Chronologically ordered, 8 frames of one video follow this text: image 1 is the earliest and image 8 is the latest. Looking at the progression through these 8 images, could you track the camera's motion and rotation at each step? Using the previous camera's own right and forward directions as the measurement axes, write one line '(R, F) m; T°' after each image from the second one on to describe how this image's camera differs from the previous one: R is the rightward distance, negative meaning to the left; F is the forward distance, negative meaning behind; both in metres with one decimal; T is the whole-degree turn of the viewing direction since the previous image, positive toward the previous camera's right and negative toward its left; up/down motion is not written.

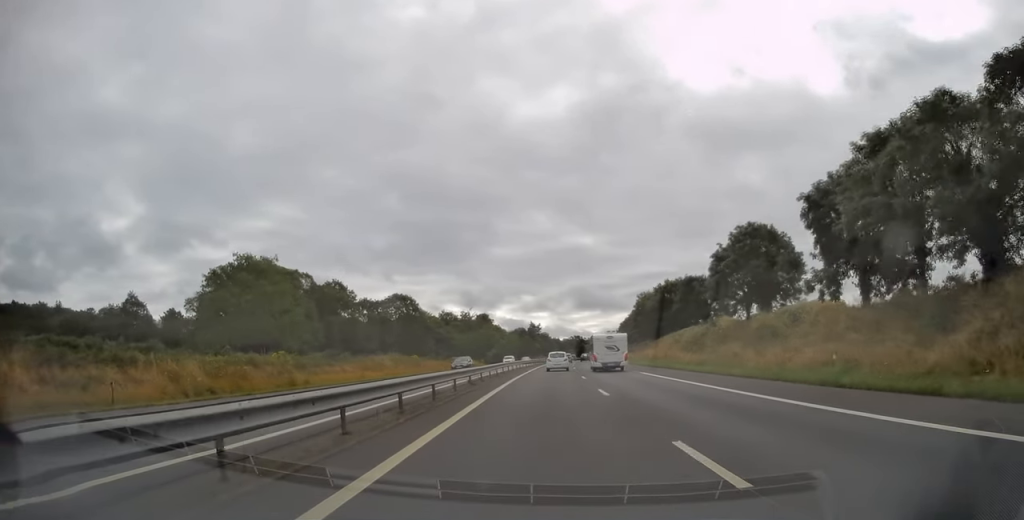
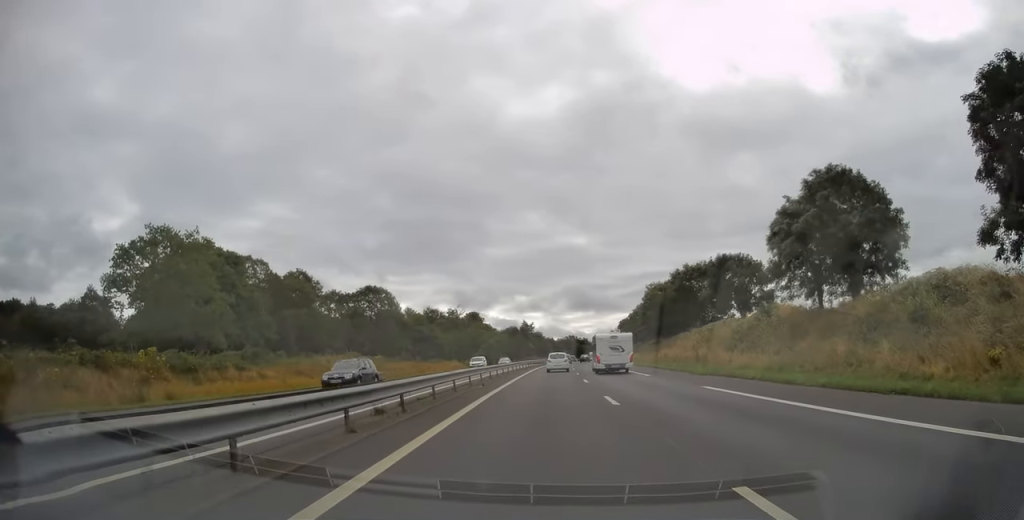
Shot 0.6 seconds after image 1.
(+0.1, +15.6) m; +1°
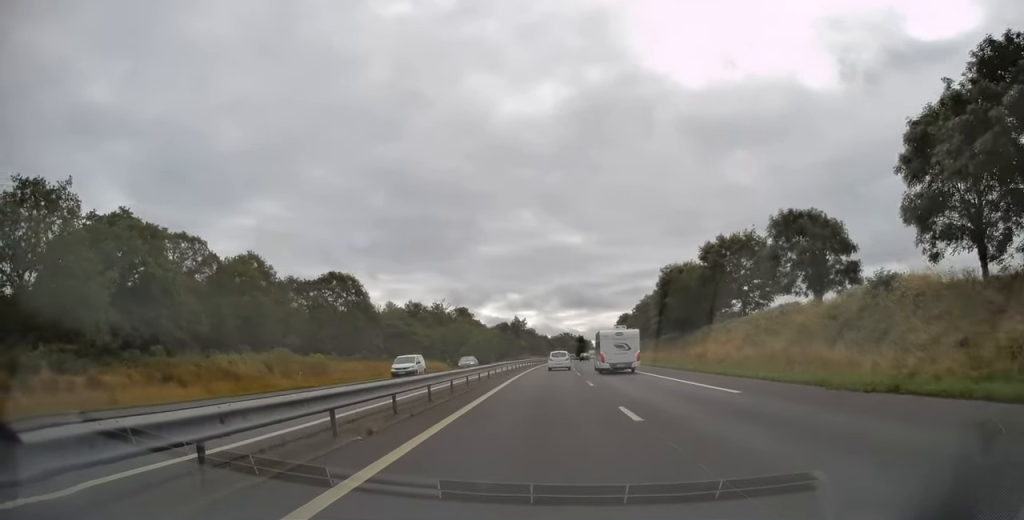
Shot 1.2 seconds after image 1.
(+0.3, +16.5) m; +1°
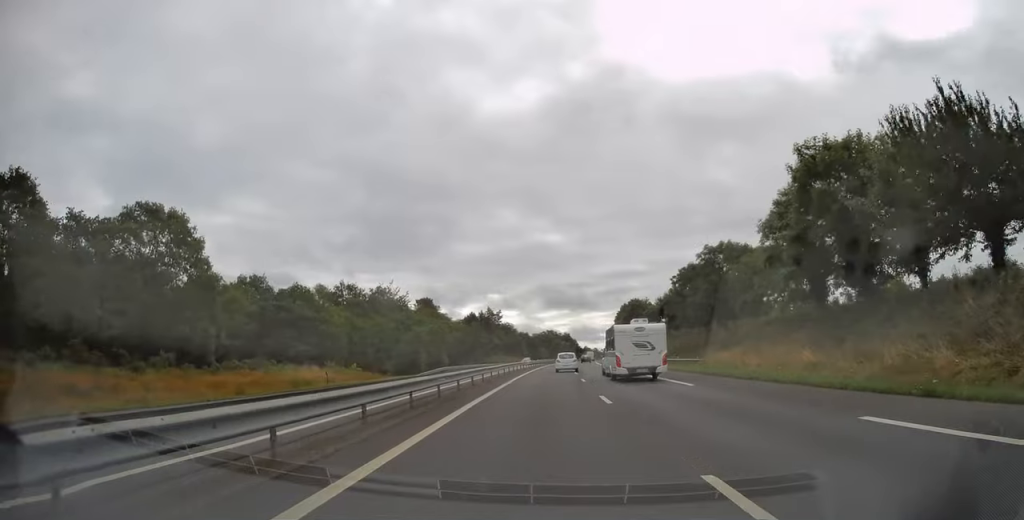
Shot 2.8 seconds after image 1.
(+0.5, +45.9) m; +1°
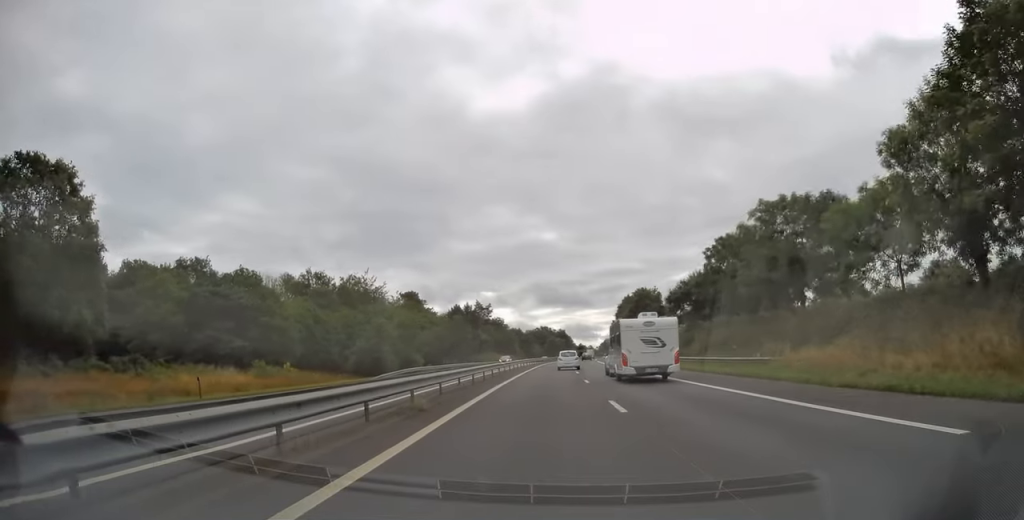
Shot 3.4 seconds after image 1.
(+0.2, +15.6) m; +1°
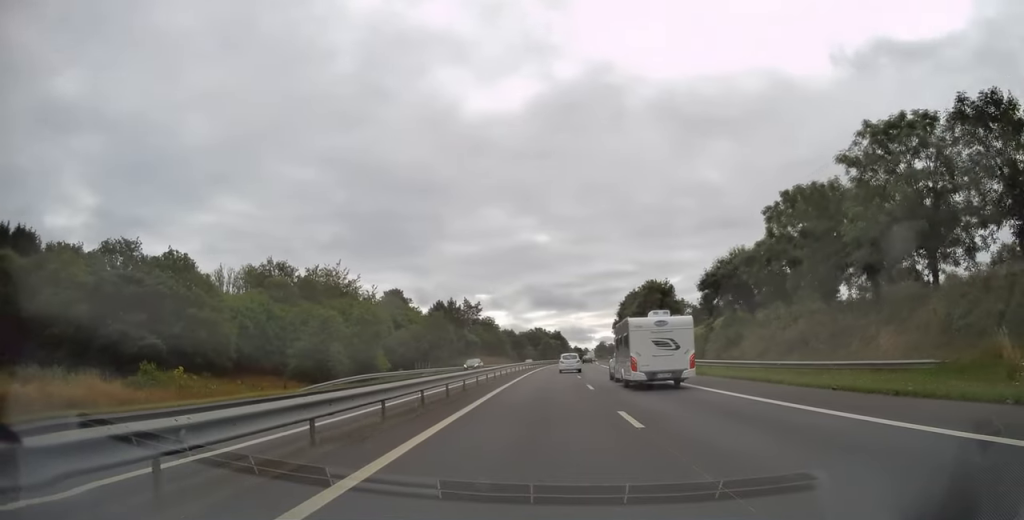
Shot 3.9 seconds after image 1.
(+0.1, +14.8) m; +1°
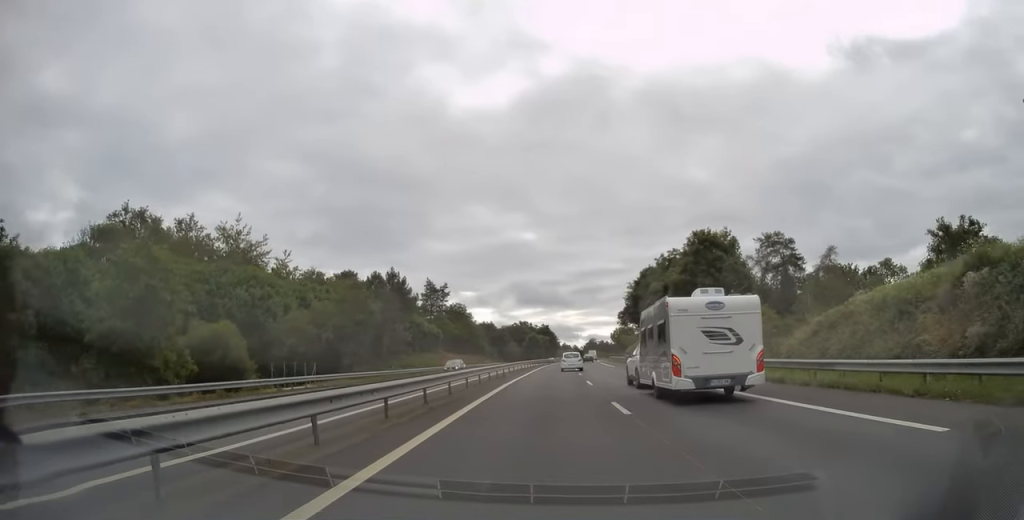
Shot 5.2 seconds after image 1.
(+0.4, +35.7) m; +2°
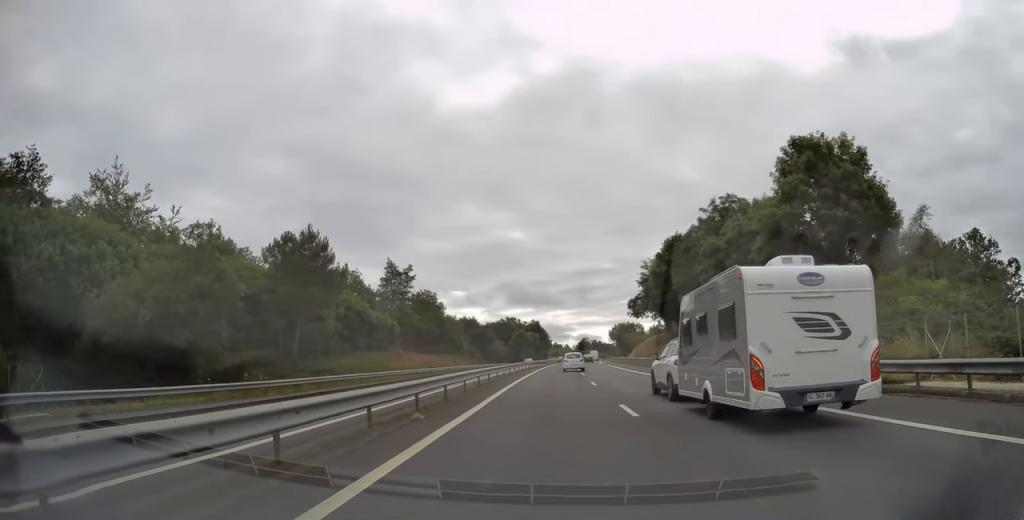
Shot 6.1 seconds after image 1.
(+0.3, +25.3) m; +1°
